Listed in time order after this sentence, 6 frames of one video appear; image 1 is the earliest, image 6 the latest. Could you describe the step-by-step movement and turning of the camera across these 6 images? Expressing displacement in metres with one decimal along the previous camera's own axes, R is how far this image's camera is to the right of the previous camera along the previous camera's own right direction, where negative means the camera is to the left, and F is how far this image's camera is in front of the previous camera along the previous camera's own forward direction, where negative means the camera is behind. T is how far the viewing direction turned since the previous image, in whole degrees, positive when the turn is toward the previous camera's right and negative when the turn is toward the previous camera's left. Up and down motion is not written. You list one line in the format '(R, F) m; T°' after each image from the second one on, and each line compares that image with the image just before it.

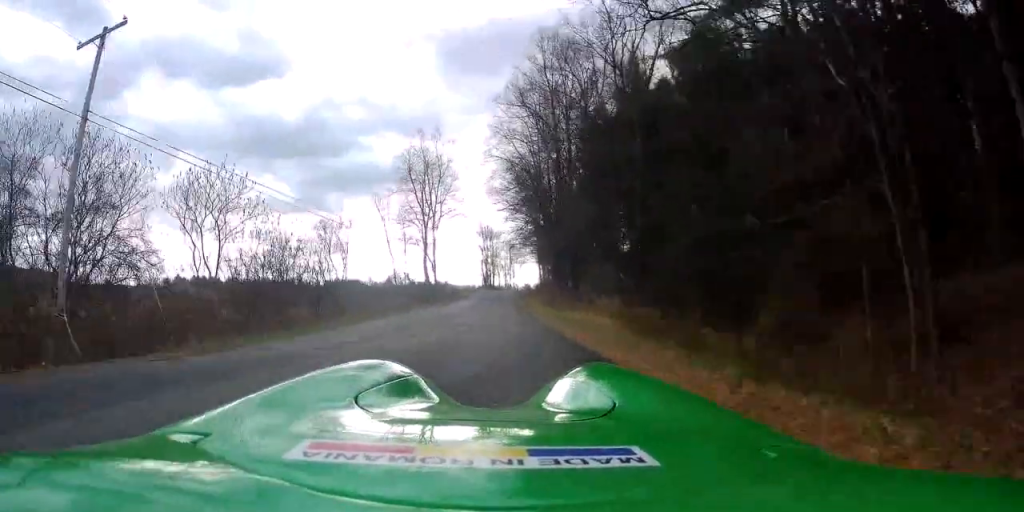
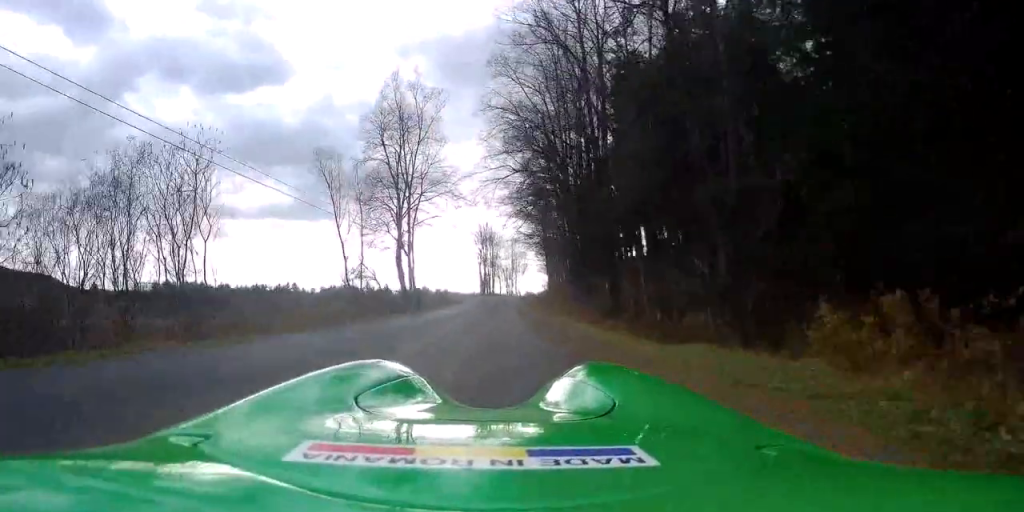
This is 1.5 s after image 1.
(-0.5, +20.1) m; -1°
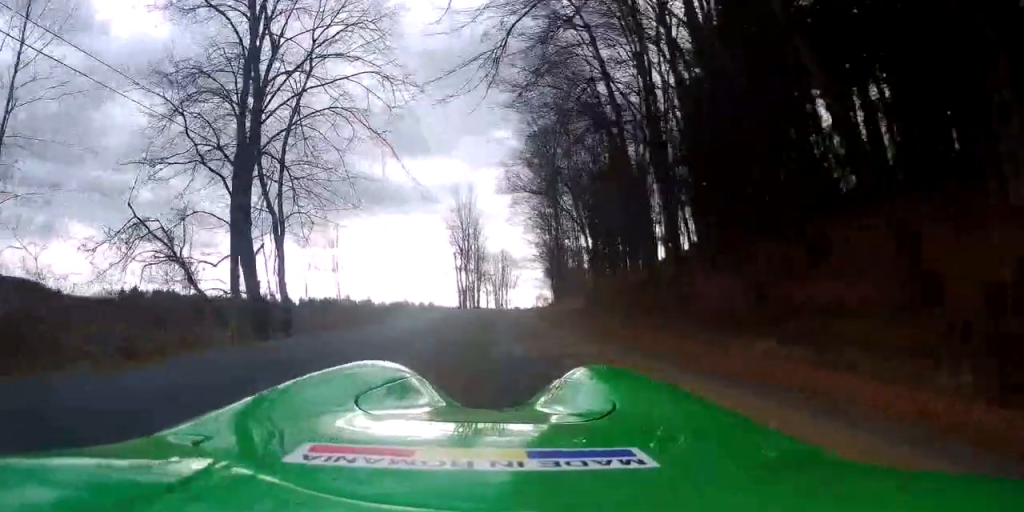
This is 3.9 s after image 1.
(+0.4, +34.5) m; -1°
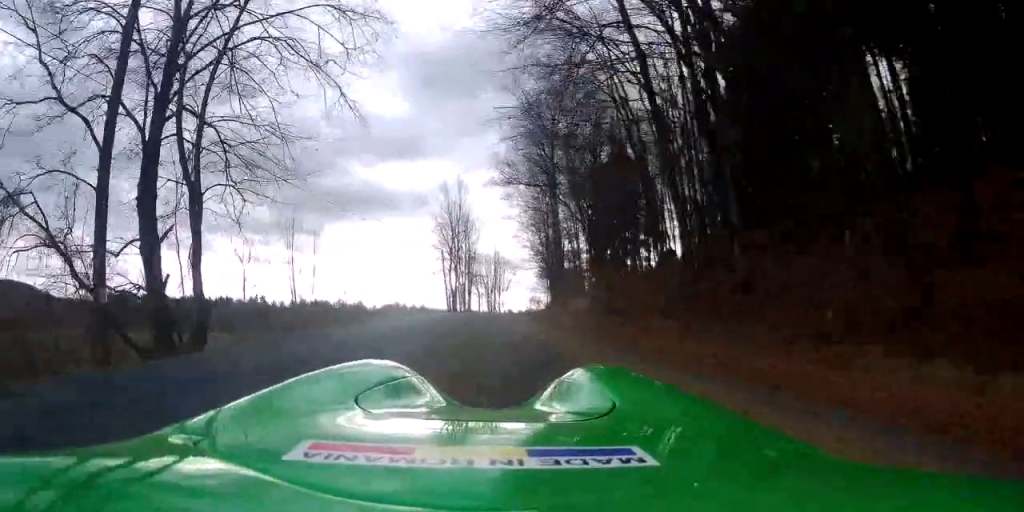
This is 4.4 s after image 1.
(0.0, +7.1) m; -1°
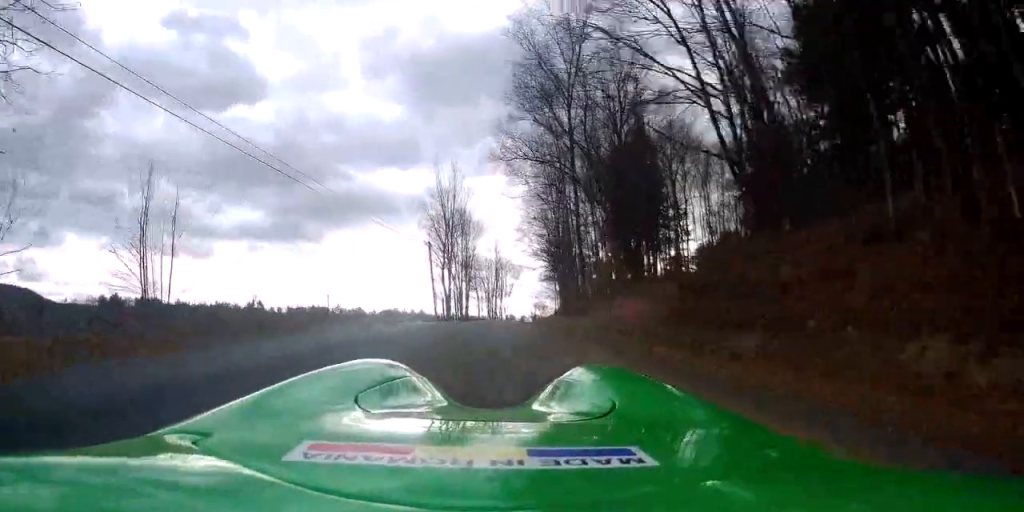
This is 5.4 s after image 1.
(-0.2, +13.8) m; -1°
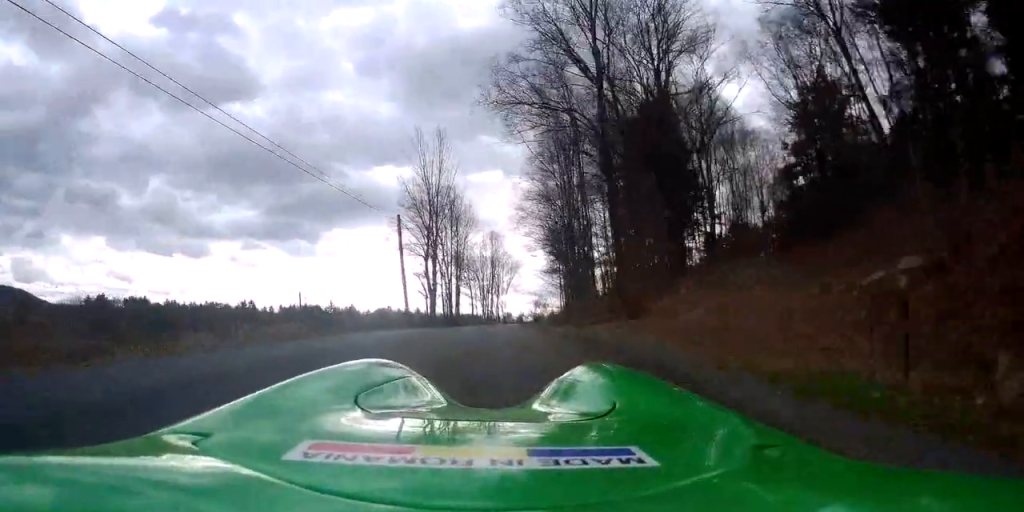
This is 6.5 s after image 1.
(-0.1, +14.1) m; +1°
